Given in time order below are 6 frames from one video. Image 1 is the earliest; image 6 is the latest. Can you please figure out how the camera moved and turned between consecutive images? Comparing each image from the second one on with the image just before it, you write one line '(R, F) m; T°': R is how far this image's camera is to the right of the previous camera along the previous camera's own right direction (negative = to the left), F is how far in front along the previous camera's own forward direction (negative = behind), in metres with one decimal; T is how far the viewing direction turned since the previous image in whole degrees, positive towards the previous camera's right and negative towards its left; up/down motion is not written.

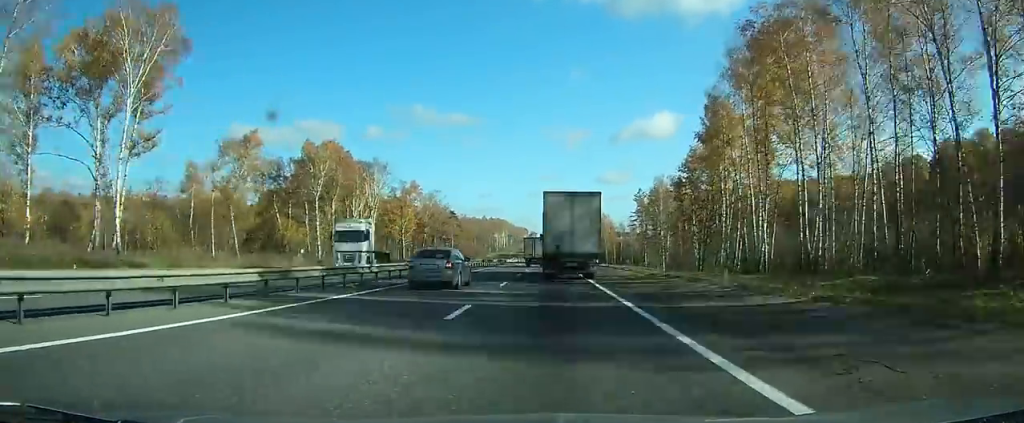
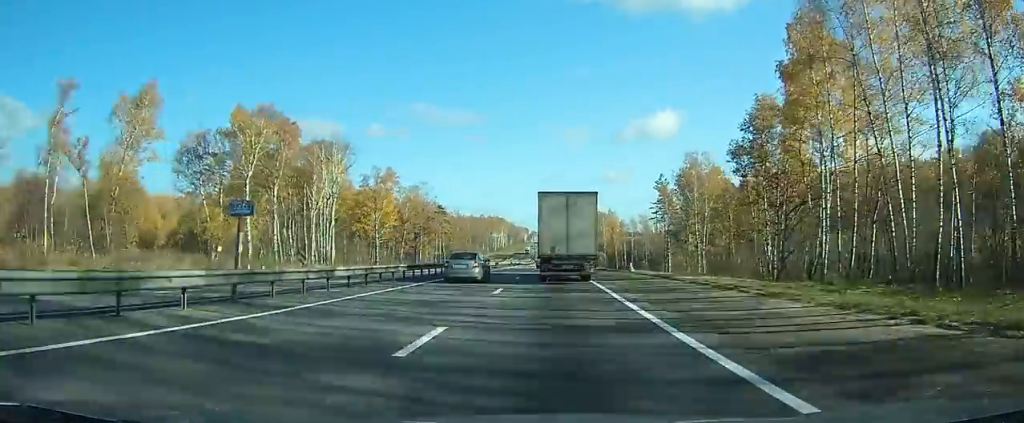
(-0.1, +26.6) m; 0°
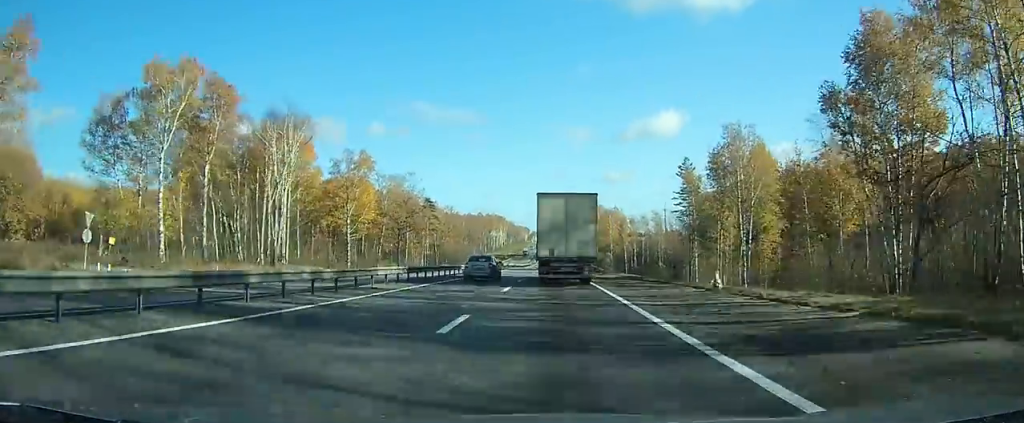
(-0.1, +20.6) m; 0°
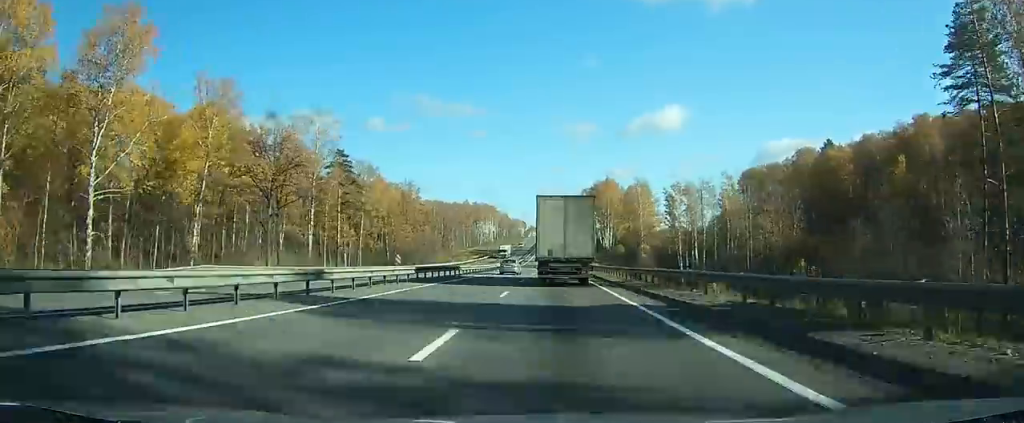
(+0.1, +77.3) m; 0°
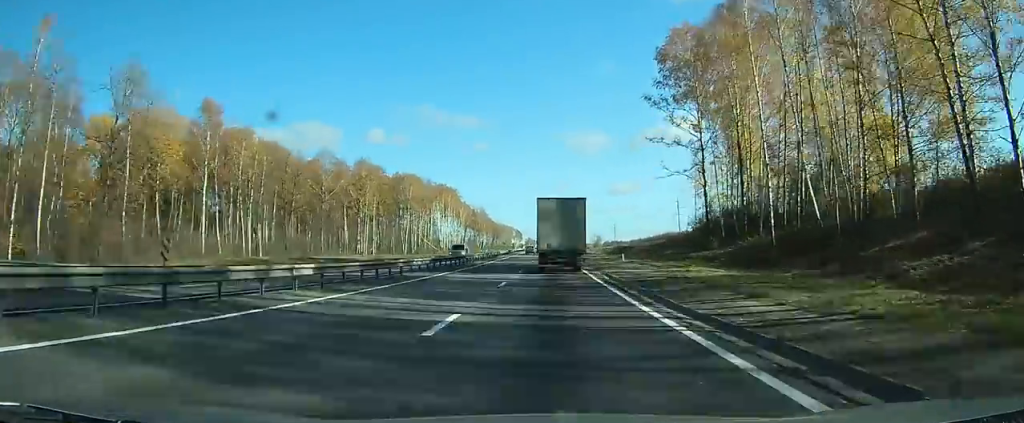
(+0.3, +188.2) m; 0°
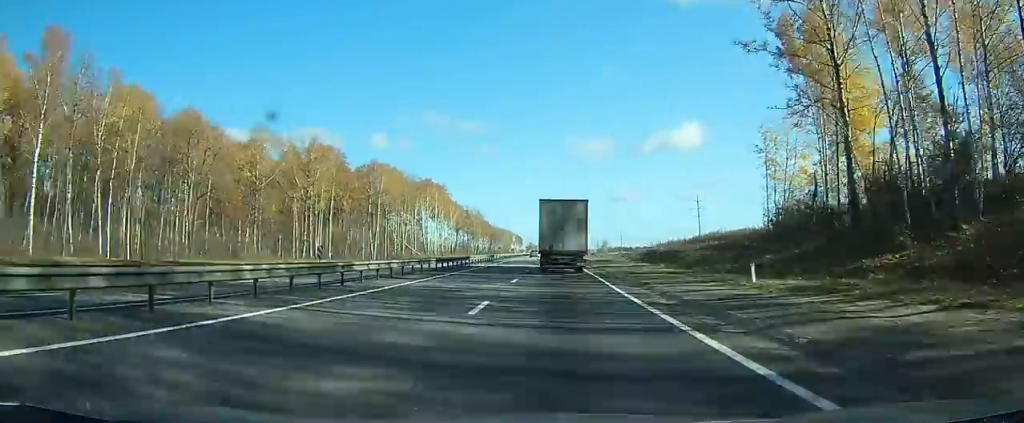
(-0.1, +33.8) m; 0°
